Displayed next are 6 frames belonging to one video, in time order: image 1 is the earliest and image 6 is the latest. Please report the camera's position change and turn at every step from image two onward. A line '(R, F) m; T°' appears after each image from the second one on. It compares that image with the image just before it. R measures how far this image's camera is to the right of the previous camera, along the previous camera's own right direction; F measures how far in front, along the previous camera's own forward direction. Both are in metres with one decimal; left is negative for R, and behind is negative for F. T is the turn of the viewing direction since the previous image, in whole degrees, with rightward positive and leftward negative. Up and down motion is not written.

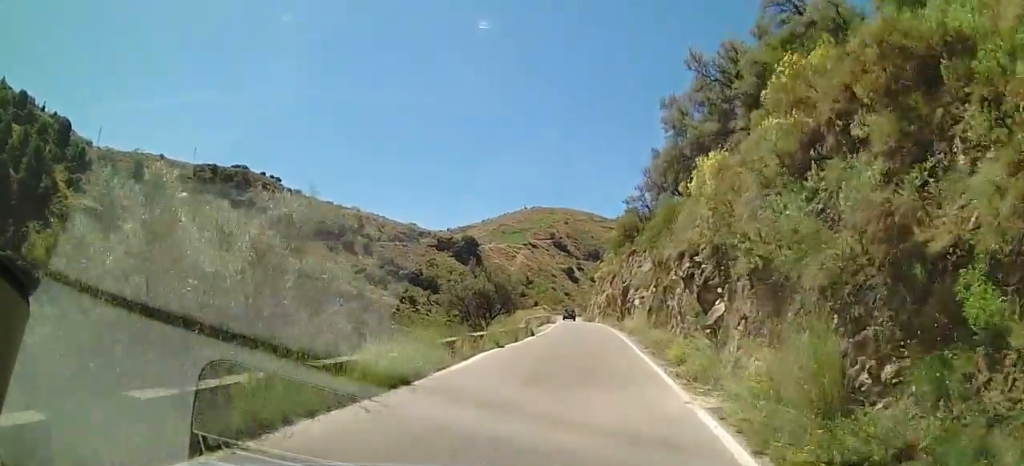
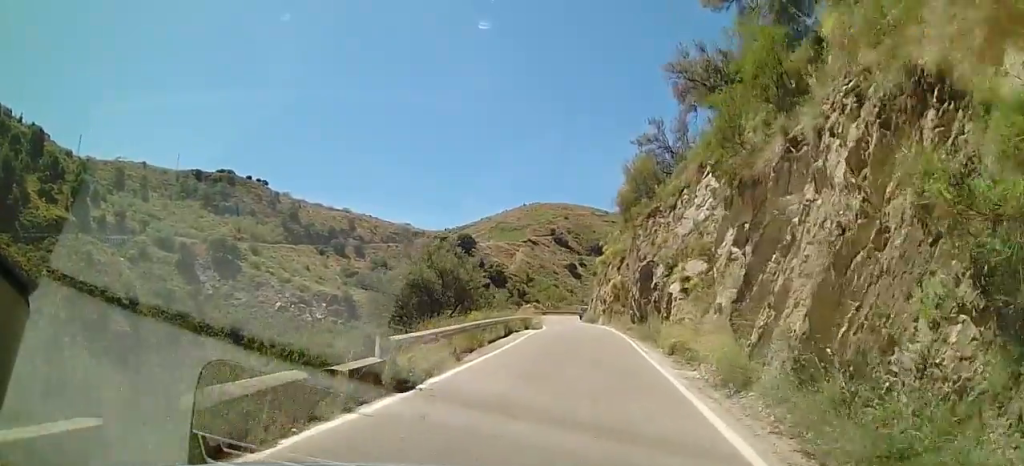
(-0.1, +17.9) m; -2°
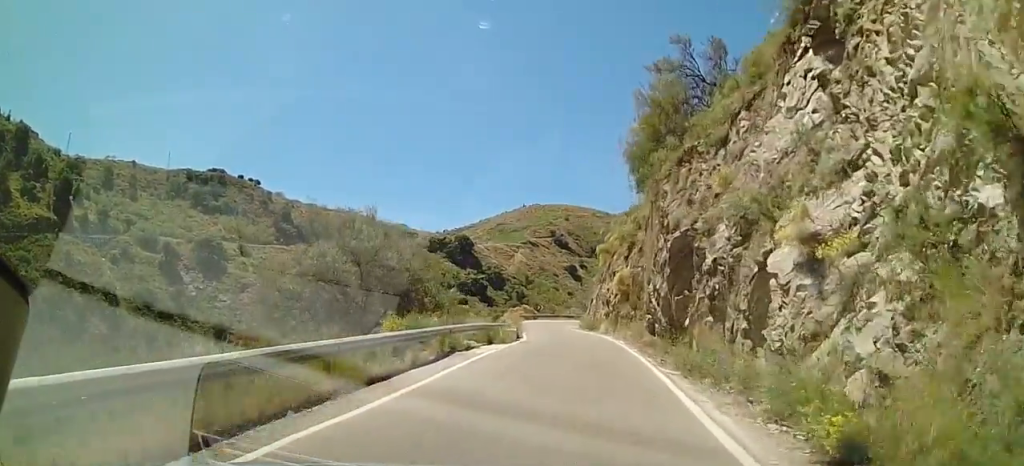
(0.0, +11.5) m; +3°
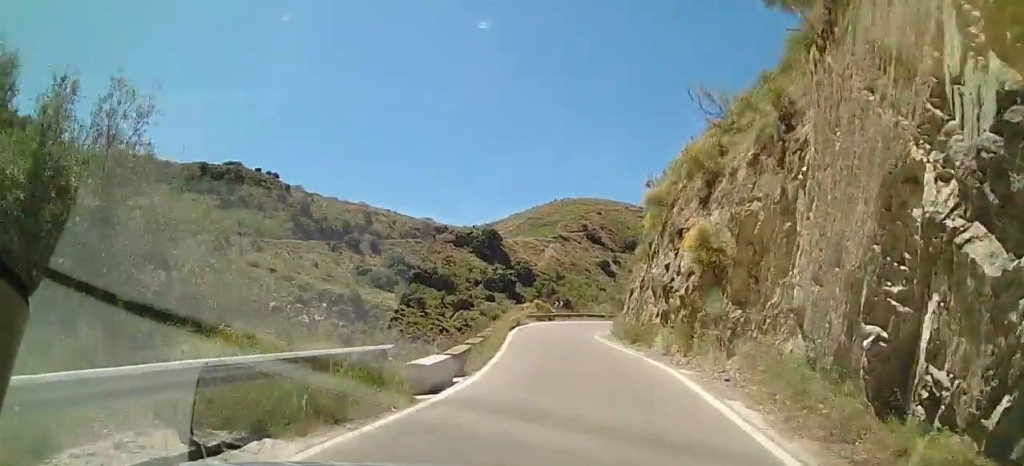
(-0.2, +17.2) m; -2°
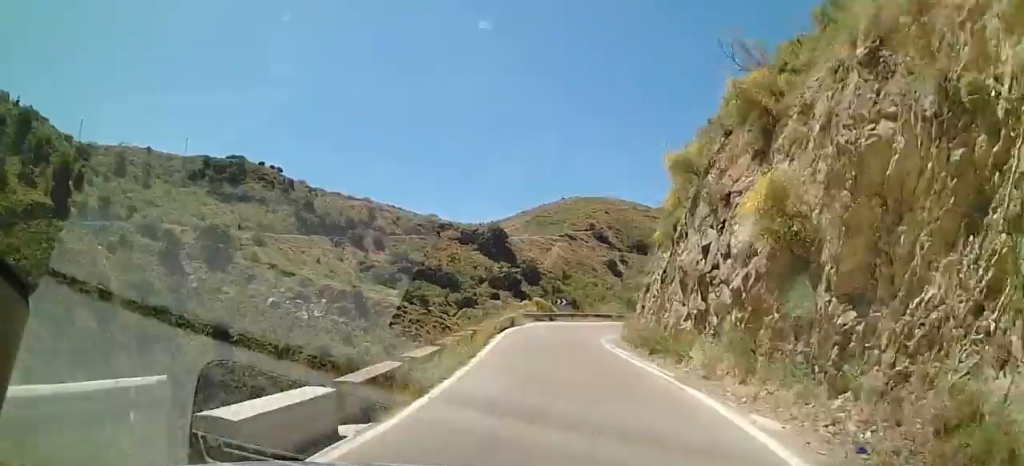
(+0.2, +5.4) m; +2°
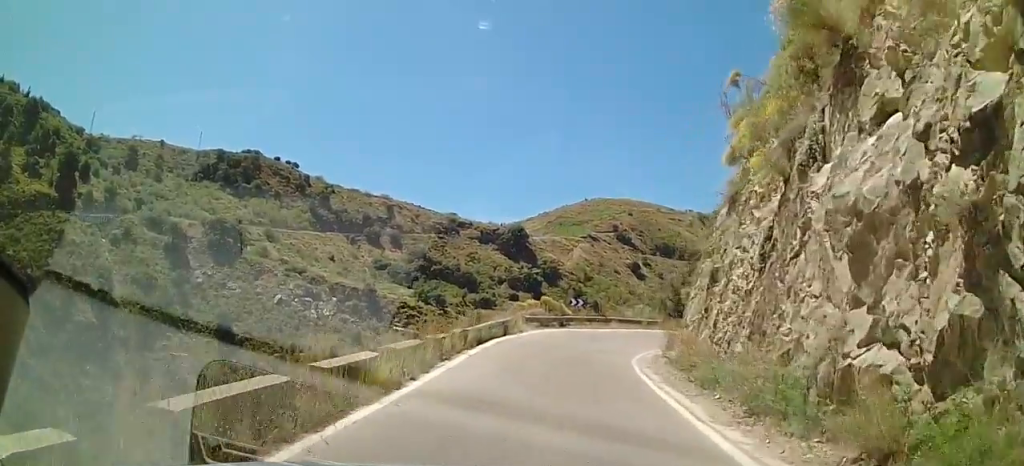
(+0.1, +9.4) m; -2°
